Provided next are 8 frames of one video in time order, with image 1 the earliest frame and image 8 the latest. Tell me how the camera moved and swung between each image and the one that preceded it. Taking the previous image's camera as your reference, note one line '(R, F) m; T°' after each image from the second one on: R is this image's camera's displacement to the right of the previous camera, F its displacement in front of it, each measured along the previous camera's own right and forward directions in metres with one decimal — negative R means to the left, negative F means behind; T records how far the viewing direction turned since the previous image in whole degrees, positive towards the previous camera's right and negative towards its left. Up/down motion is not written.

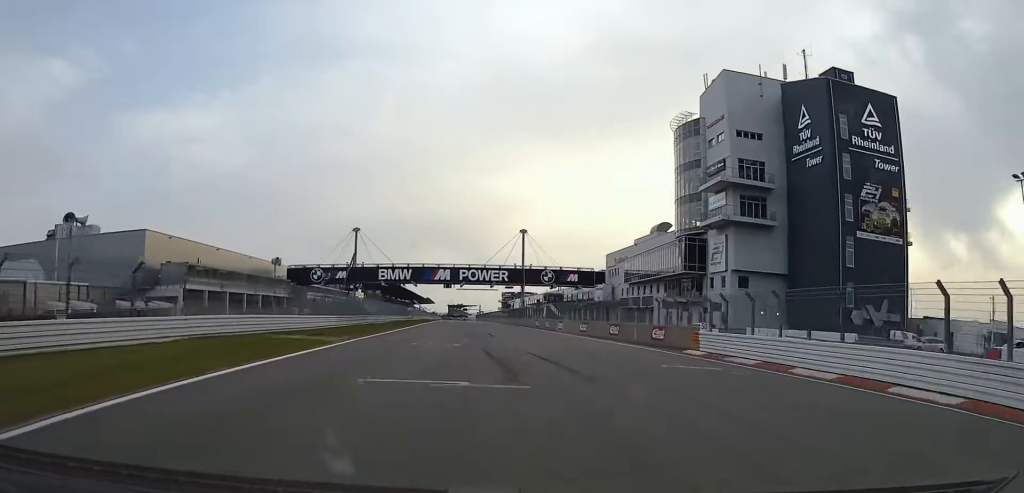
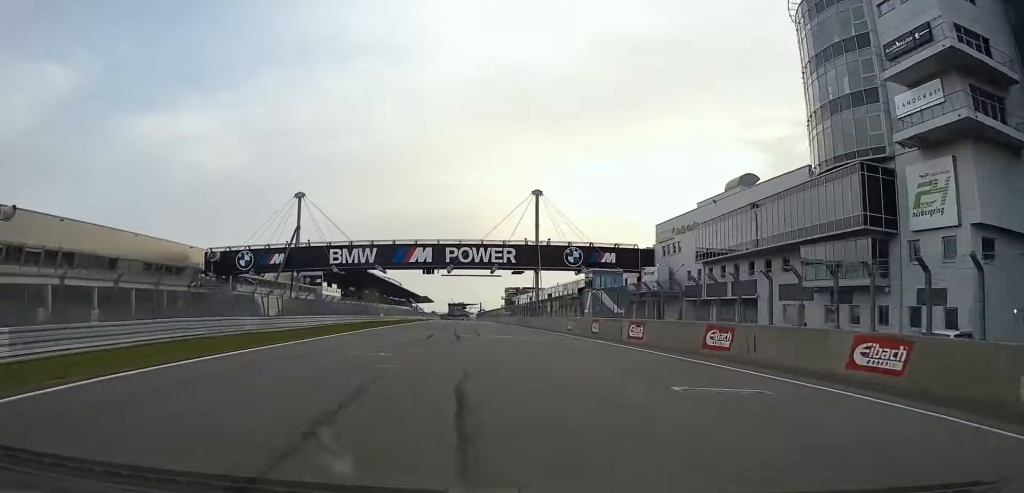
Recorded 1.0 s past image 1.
(-0.3, +41.4) m; -1°
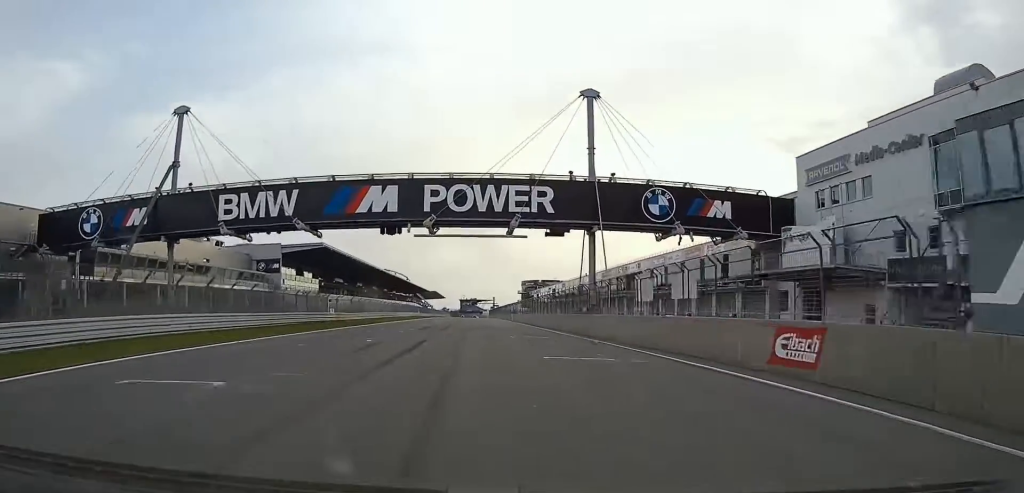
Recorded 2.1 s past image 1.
(-0.4, +42.9) m; -1°
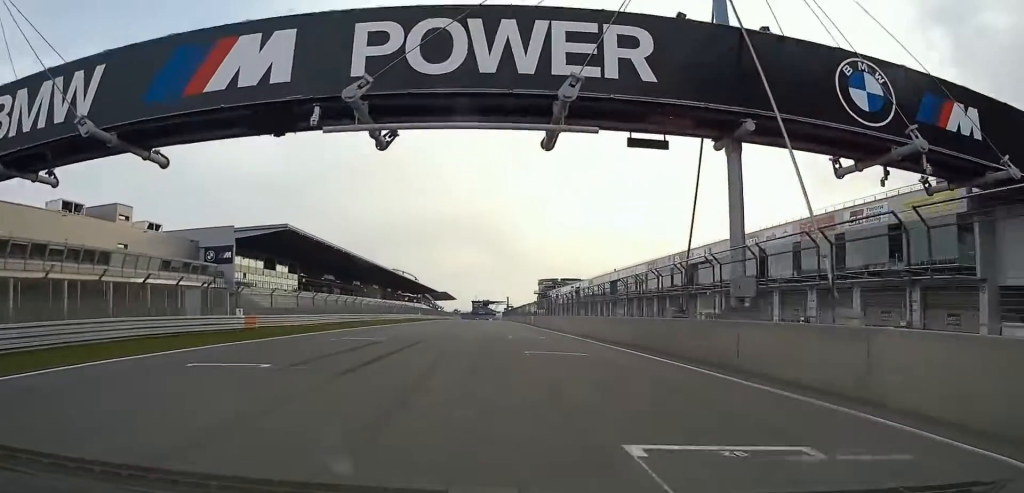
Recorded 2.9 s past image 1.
(-0.1, +28.8) m; -1°
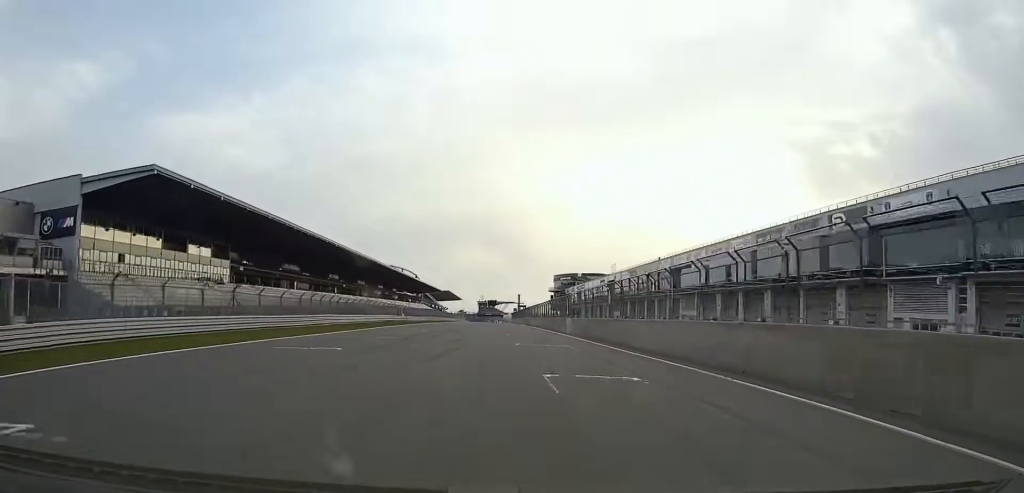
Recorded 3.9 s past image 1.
(-0.6, +40.6) m; -1°
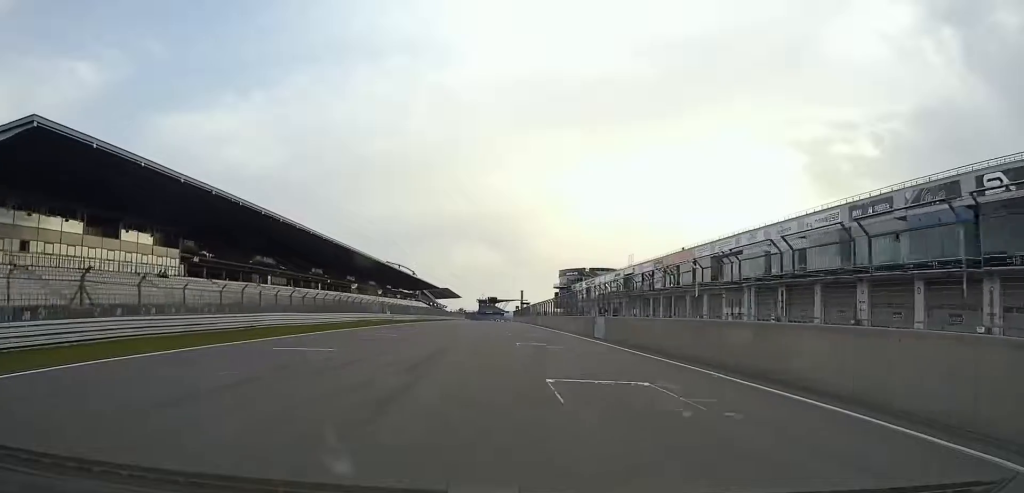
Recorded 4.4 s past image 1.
(-0.1, +17.3) m; 0°
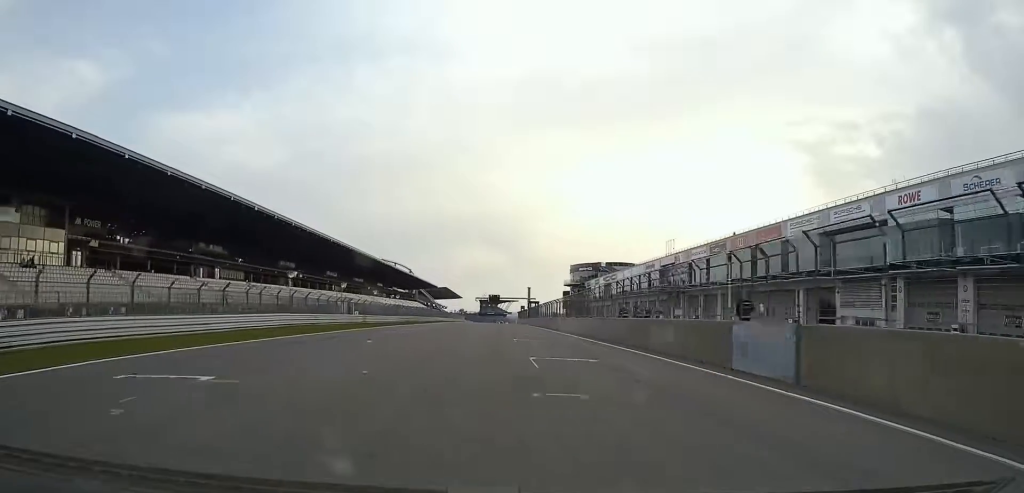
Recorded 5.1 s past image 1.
(-0.2, +25.8) m; 0°
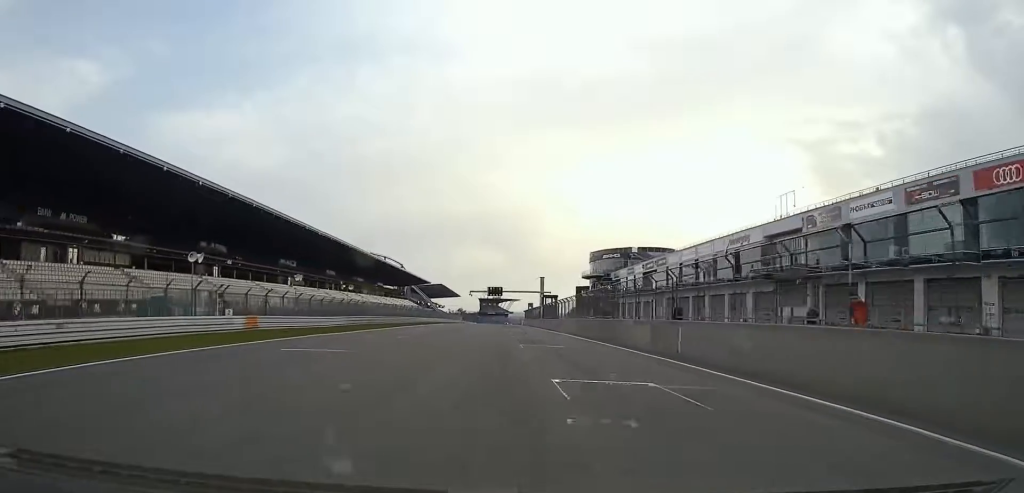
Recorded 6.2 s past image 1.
(-0.2, +38.7) m; 0°
